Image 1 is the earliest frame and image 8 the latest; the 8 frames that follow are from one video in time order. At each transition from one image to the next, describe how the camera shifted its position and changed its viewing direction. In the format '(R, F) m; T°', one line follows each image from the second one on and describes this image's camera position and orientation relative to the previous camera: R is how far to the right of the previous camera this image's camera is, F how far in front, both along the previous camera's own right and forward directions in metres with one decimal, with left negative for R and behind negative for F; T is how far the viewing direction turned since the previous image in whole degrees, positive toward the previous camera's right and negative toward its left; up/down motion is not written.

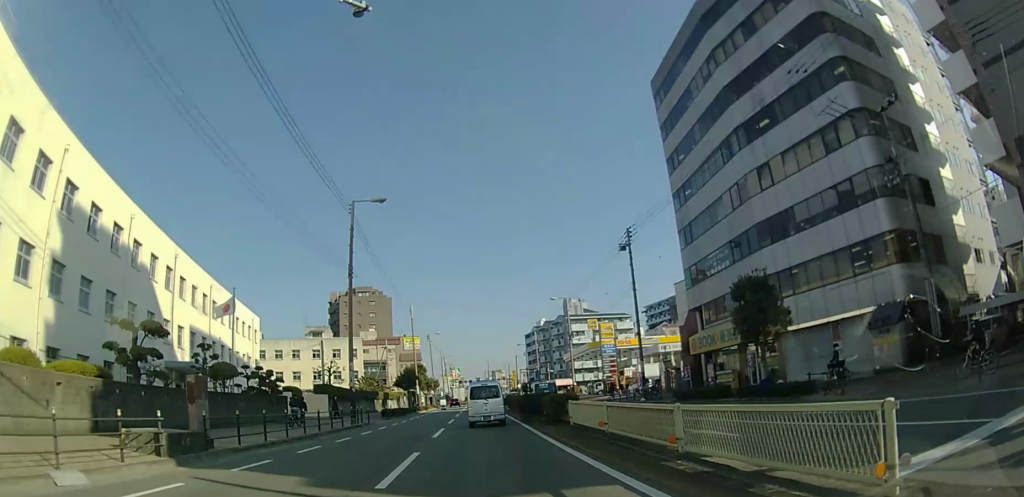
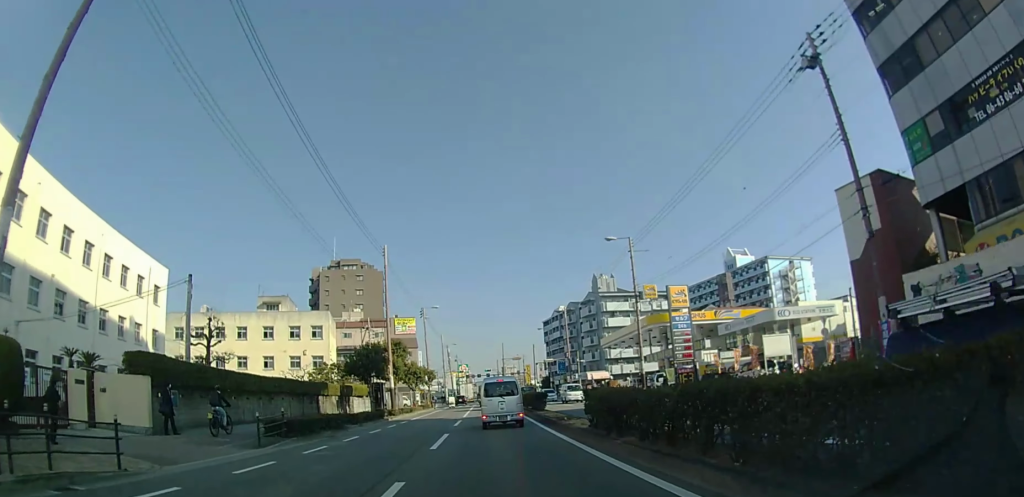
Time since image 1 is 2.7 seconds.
(+0.1, +24.5) m; 0°
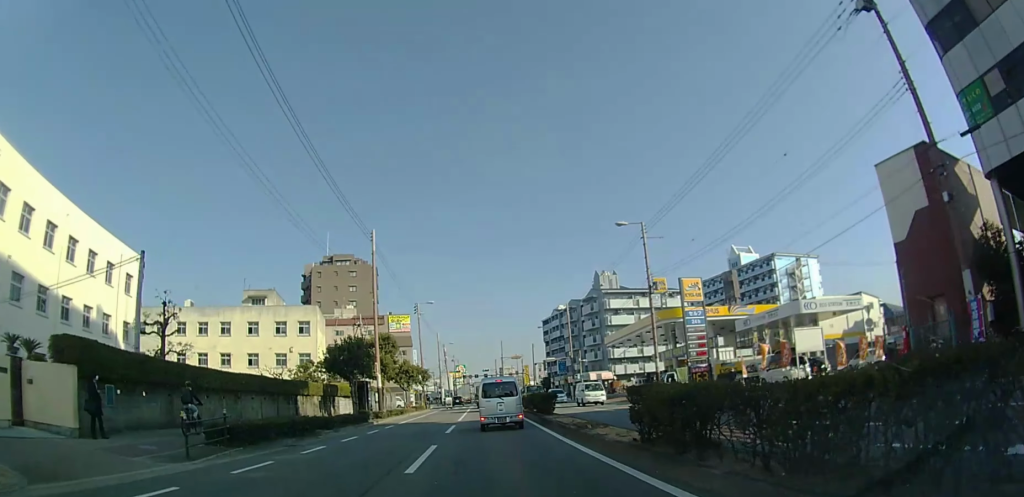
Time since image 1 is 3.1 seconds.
(0.0, +4.4) m; 0°
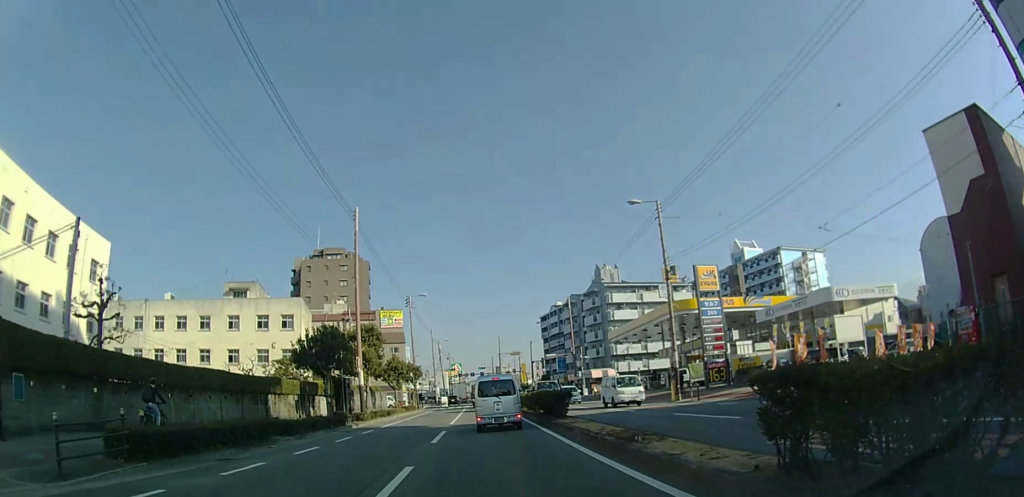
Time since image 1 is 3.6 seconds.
(0.0, +4.4) m; 0°
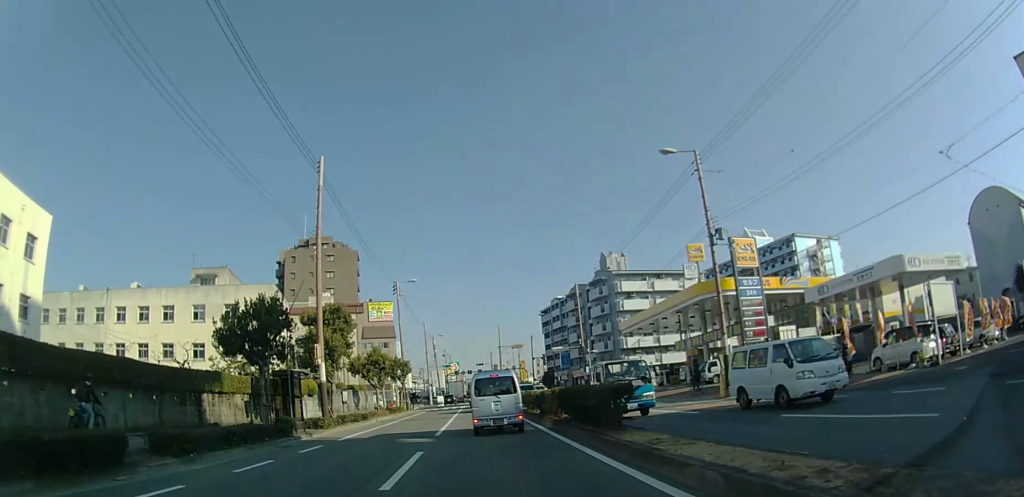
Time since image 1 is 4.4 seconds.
(0.0, +7.7) m; 0°
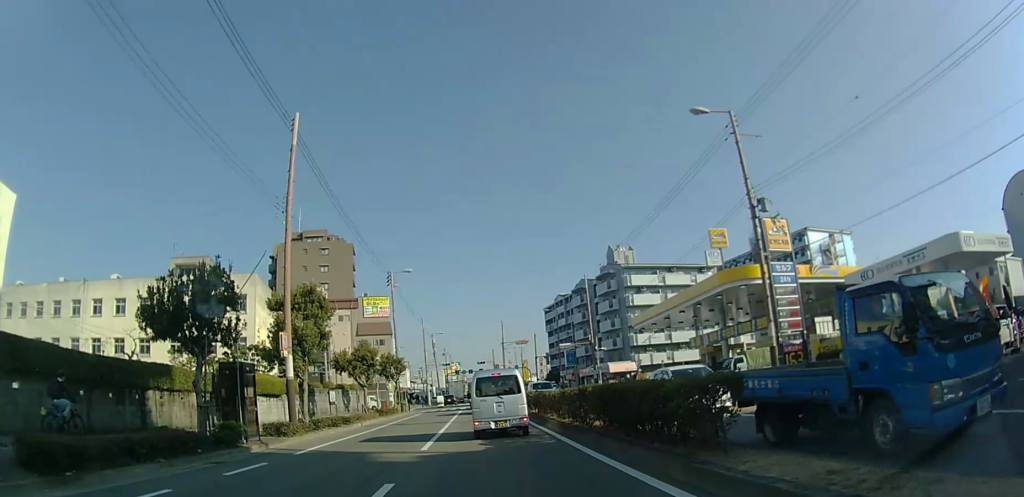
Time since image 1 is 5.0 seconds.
(0.0, +5.1) m; 0°
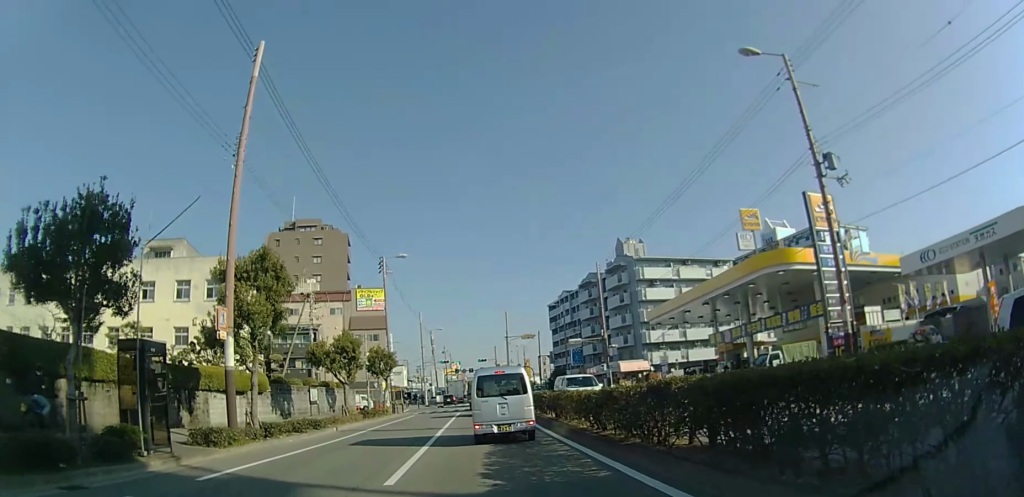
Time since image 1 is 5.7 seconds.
(0.0, +5.6) m; 0°
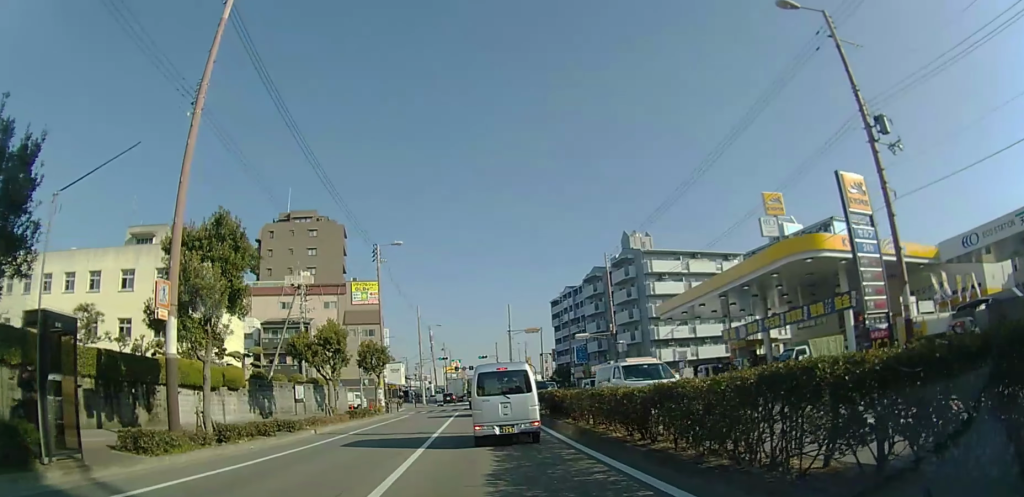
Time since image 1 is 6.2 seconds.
(0.0, +3.9) m; 0°
